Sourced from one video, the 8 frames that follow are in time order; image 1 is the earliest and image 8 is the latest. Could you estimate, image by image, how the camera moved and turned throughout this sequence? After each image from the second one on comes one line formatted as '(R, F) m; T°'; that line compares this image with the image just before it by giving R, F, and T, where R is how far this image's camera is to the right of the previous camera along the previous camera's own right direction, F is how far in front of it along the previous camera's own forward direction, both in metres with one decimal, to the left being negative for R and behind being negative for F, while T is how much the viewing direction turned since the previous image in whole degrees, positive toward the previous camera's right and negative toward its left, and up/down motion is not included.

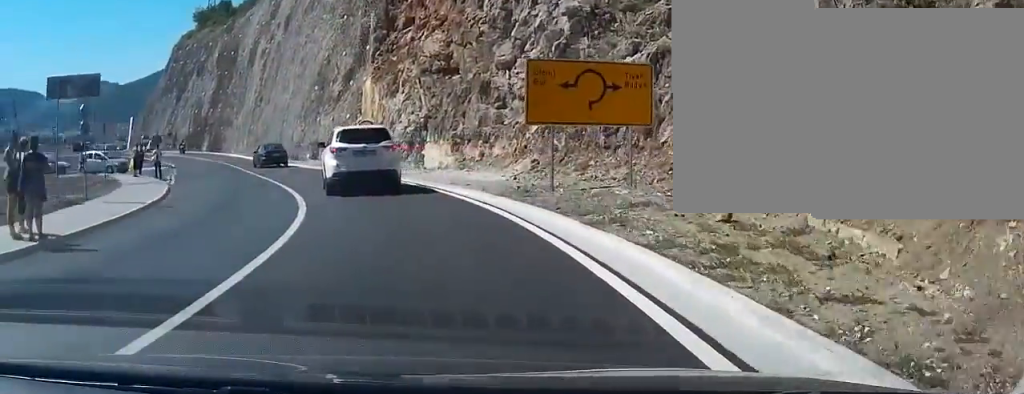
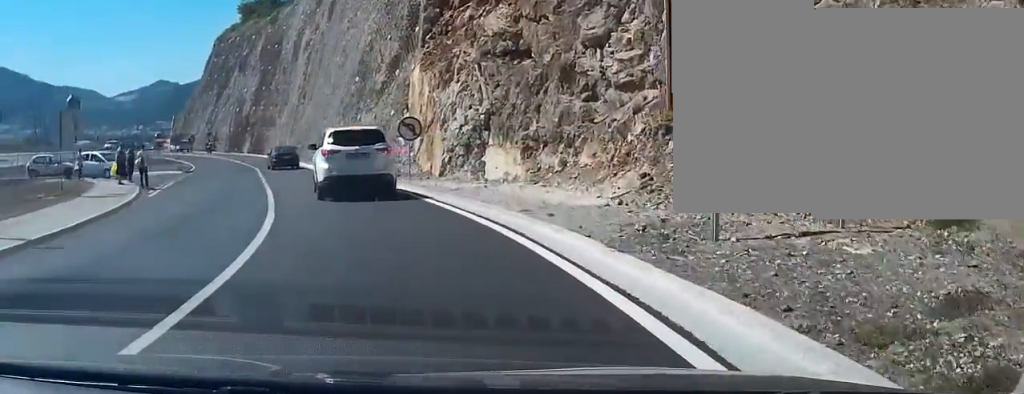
(+0.1, +8.3) m; -3°
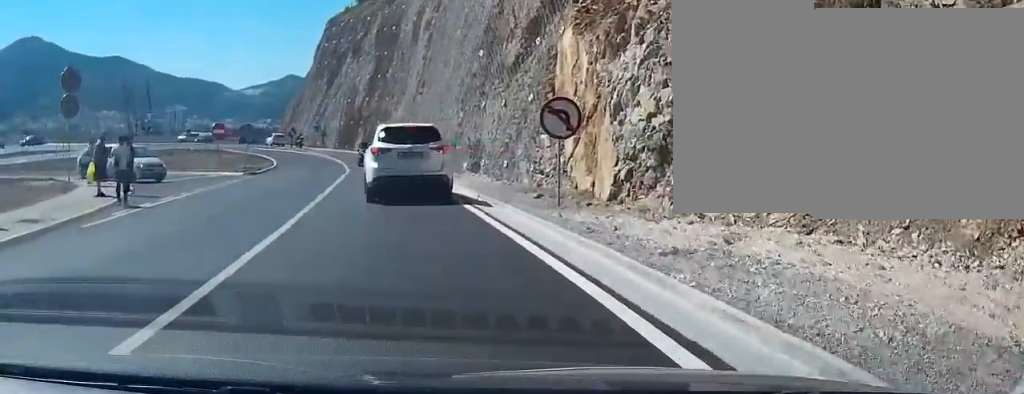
(-0.7, +12.0) m; -11°
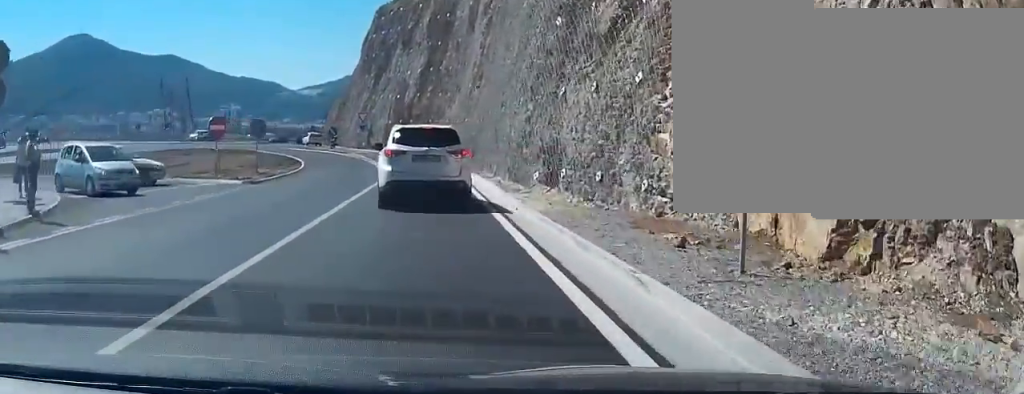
(-1.1, +8.3) m; -8°
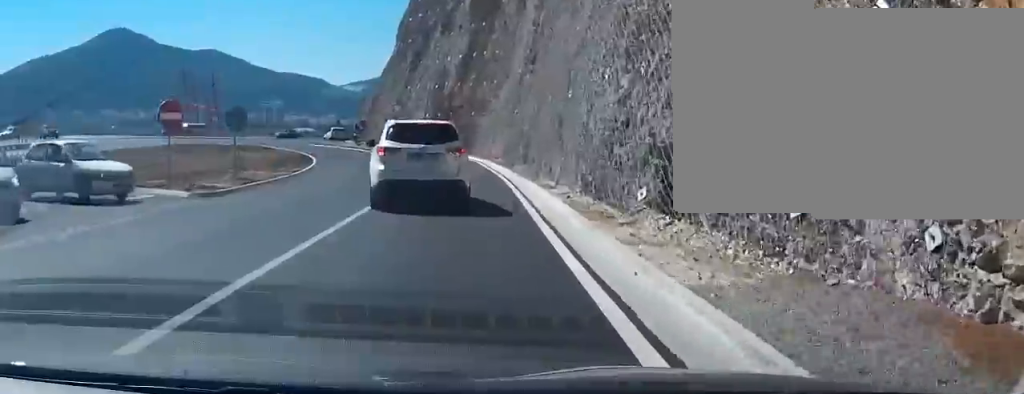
(-0.6, +8.7) m; -4°
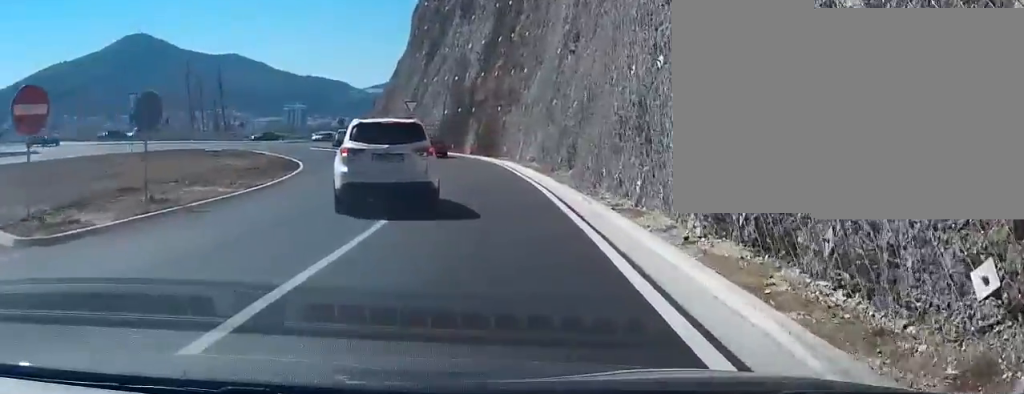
(-0.2, +8.7) m; -1°
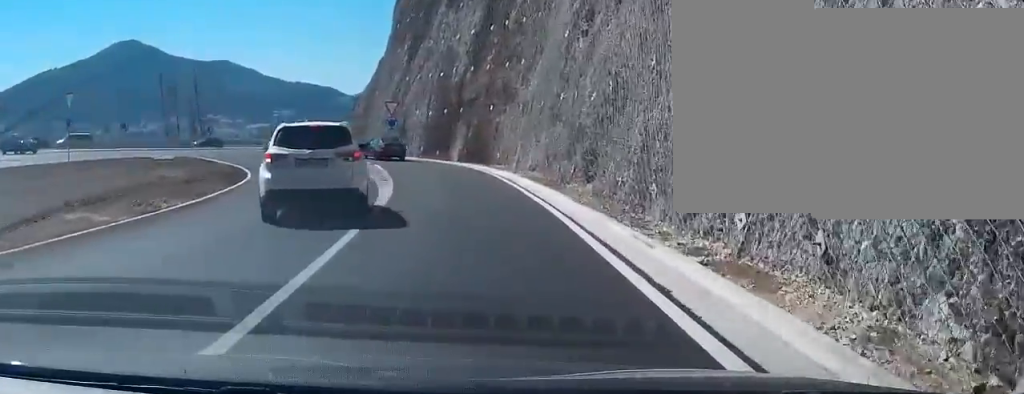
(0.0, +6.6) m; +1°
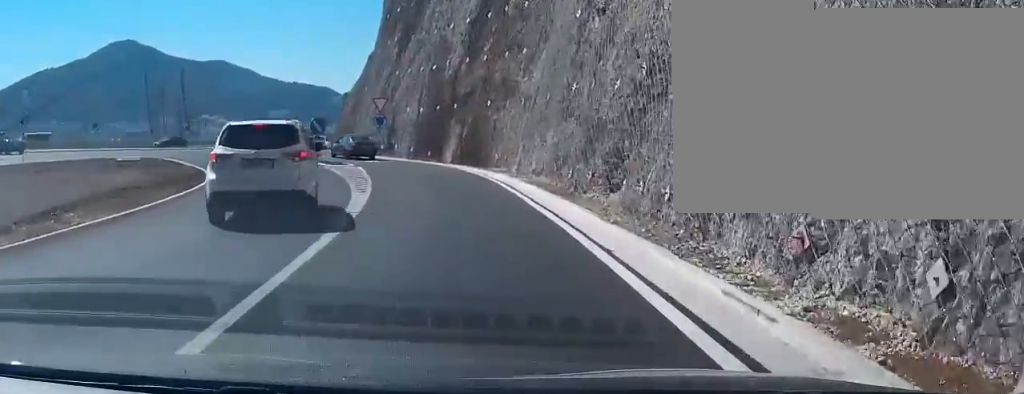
(+0.1, +4.1) m; 0°
